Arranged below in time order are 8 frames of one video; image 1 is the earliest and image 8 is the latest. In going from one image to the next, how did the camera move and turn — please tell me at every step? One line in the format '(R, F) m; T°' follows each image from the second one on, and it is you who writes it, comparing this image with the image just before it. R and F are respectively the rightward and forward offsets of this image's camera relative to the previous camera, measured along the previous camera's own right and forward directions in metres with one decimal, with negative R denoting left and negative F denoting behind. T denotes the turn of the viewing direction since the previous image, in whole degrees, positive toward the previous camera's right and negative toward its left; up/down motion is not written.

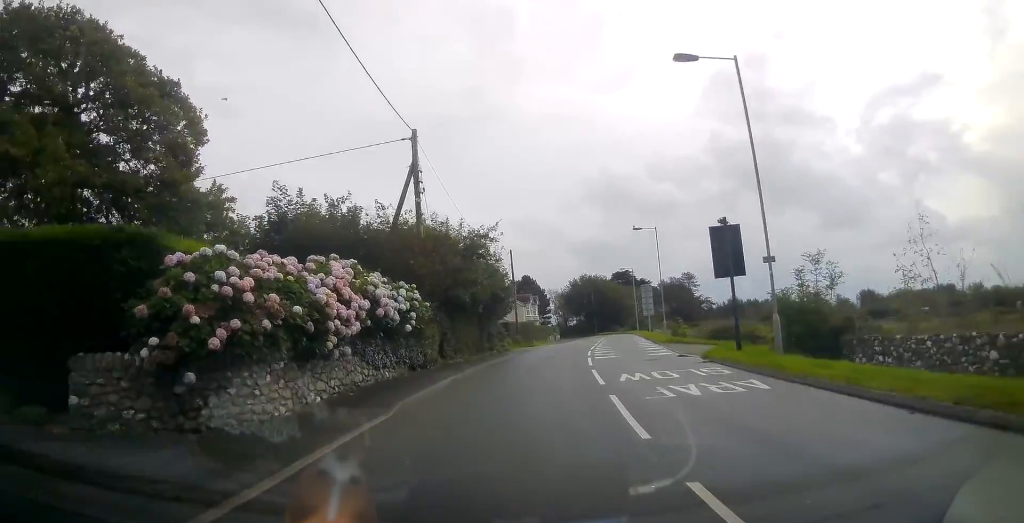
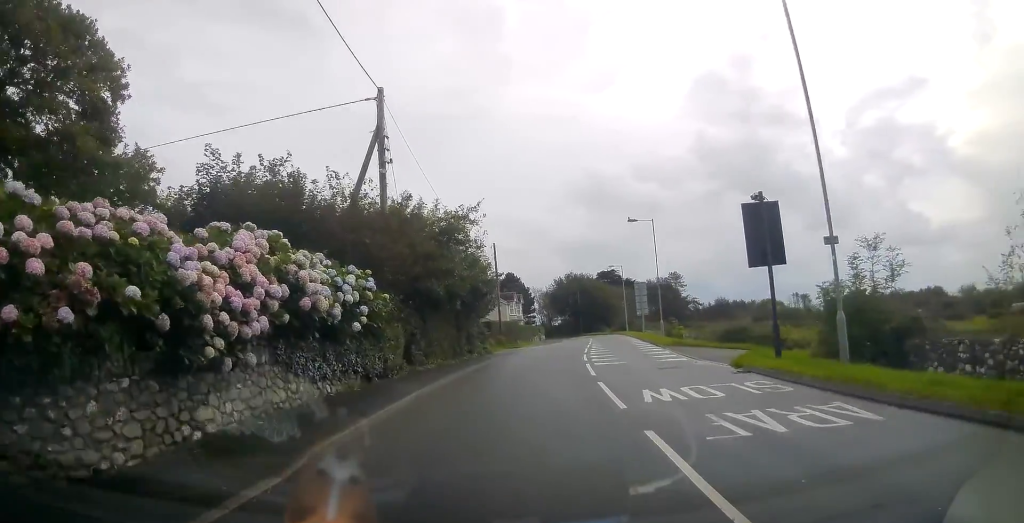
(0.0, +3.9) m; +1°
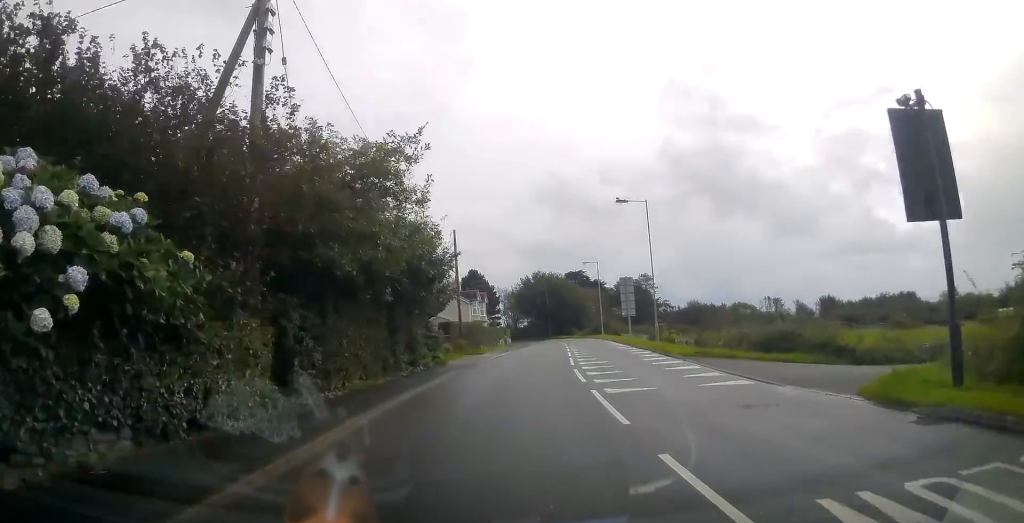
(+0.2, +7.5) m; +3°
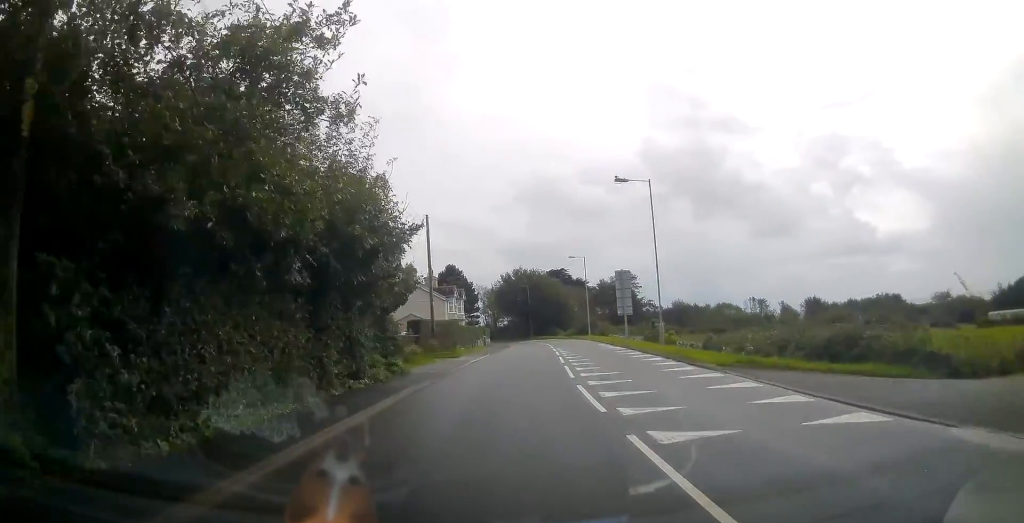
(+0.1, +5.1) m; +2°
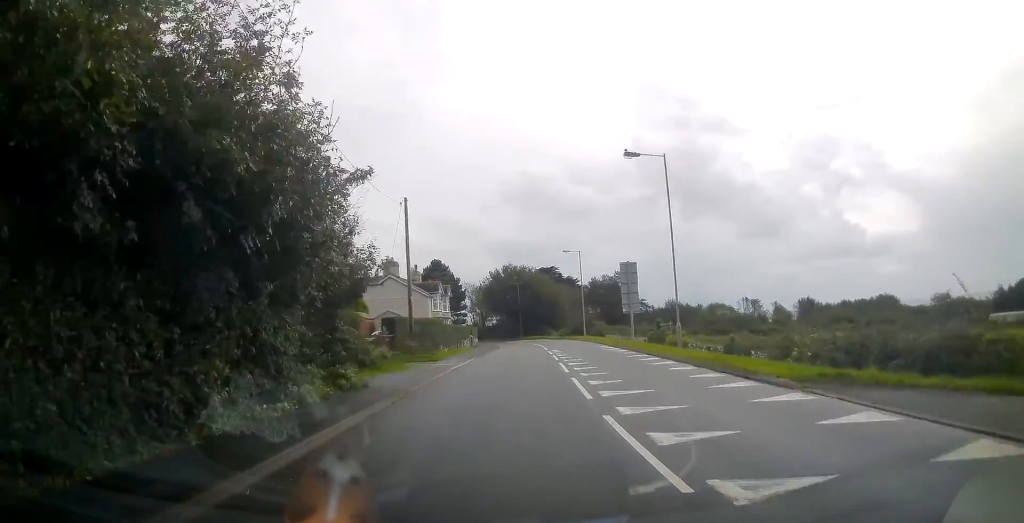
(0.0, +4.6) m; +2°
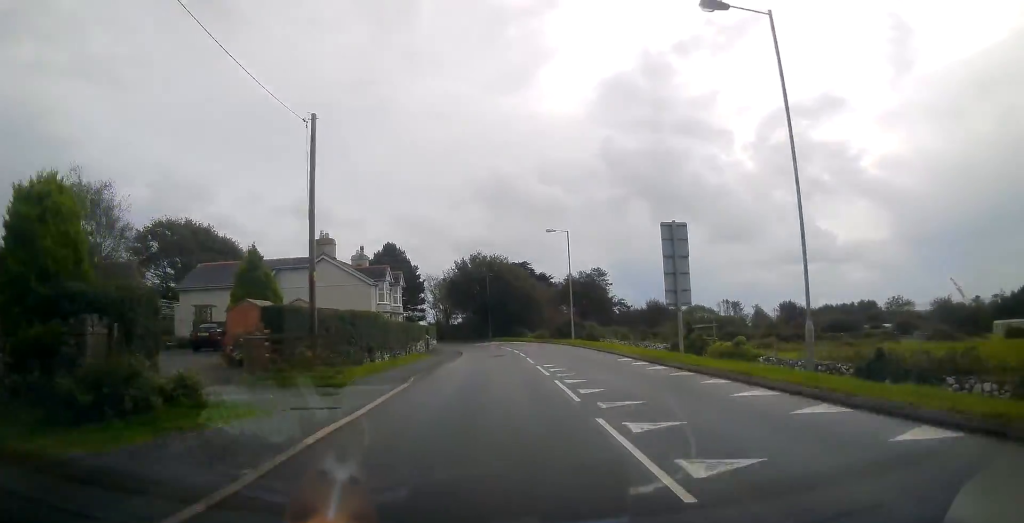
(+0.3, +13.0) m; +2°
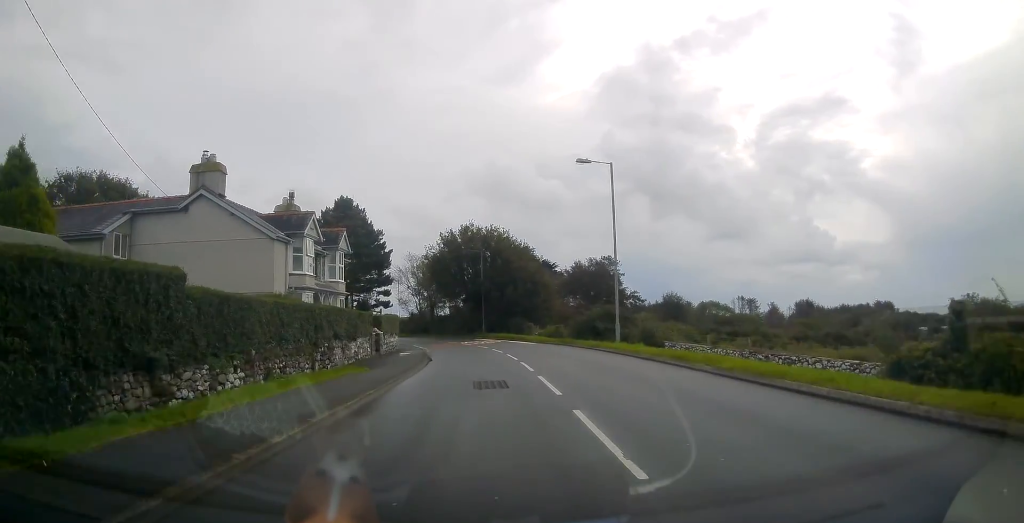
(+0.5, +18.4) m; +2°
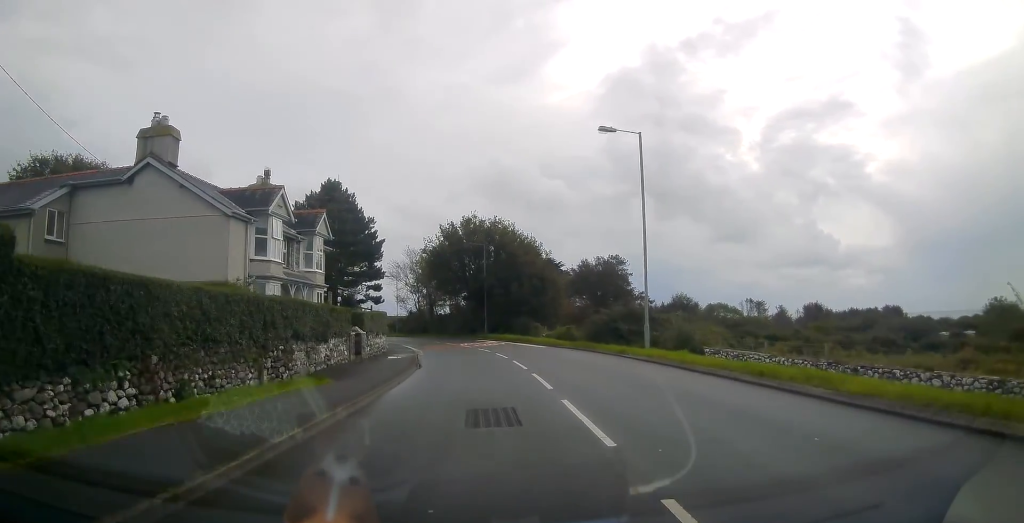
(0.0, +4.8) m; -1°
